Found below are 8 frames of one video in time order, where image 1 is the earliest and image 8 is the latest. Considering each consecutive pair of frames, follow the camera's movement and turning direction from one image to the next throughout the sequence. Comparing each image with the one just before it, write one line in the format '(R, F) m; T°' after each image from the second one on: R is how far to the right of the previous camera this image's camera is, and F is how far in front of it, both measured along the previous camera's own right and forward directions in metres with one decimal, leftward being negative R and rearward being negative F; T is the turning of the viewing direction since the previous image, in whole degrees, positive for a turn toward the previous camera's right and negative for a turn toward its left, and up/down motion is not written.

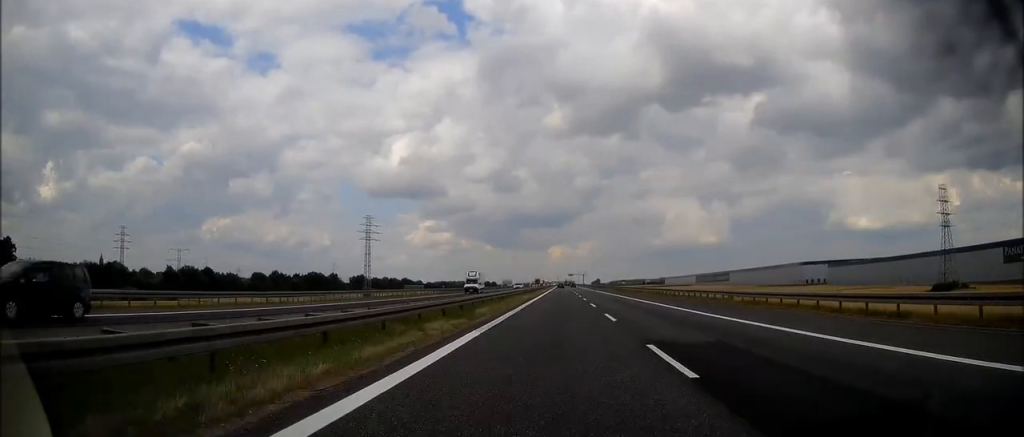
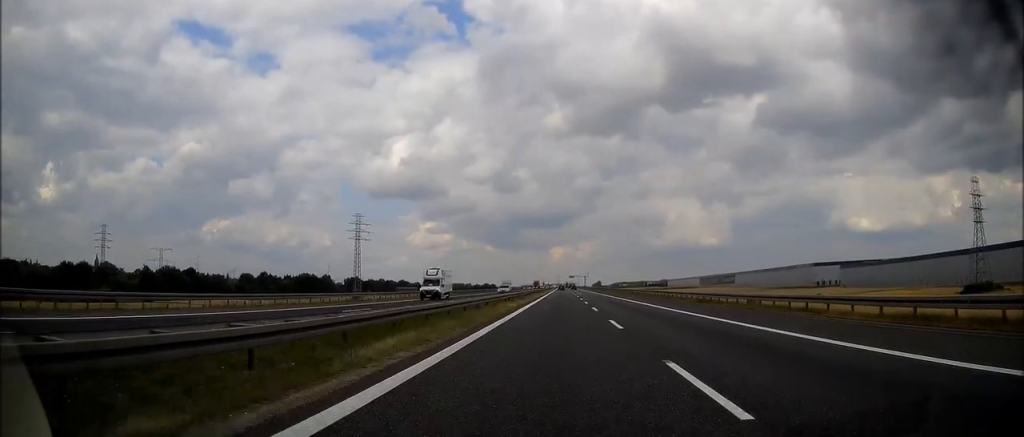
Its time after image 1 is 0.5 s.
(0.0, +12.3) m; 0°
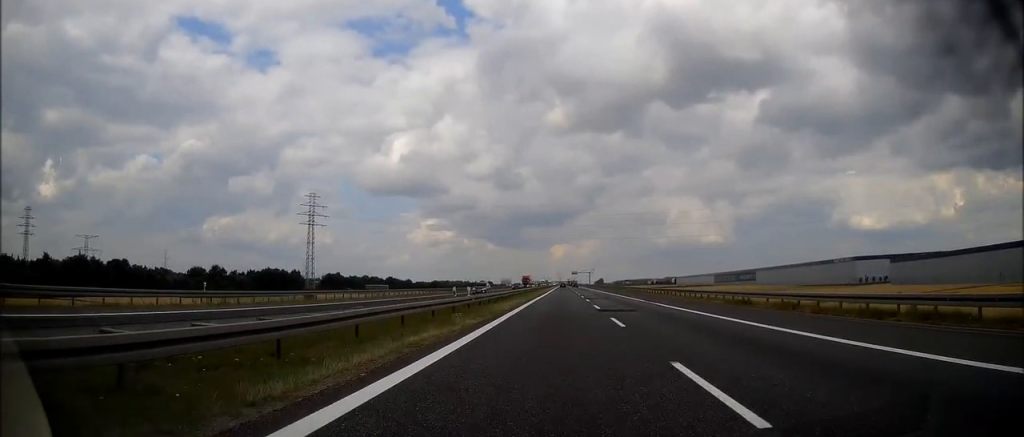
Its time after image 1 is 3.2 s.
(-0.7, +60.4) m; -1°
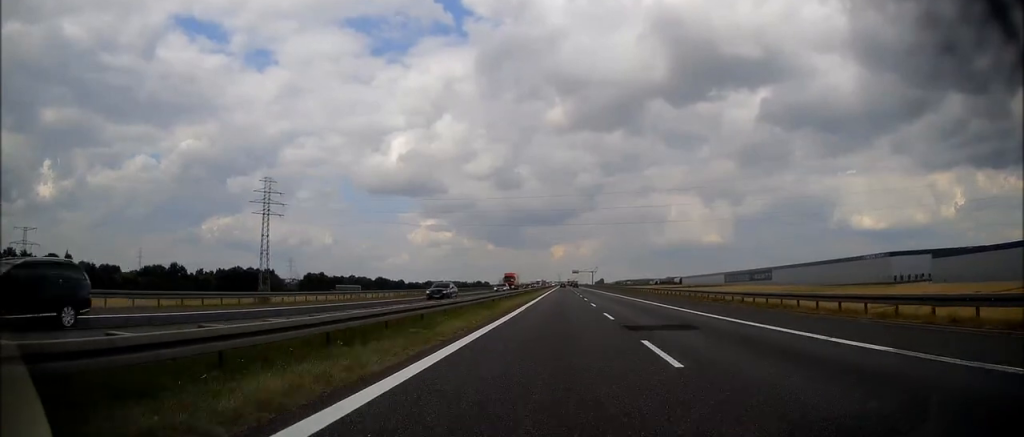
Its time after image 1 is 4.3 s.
(+0.3, +30.6) m; +1°
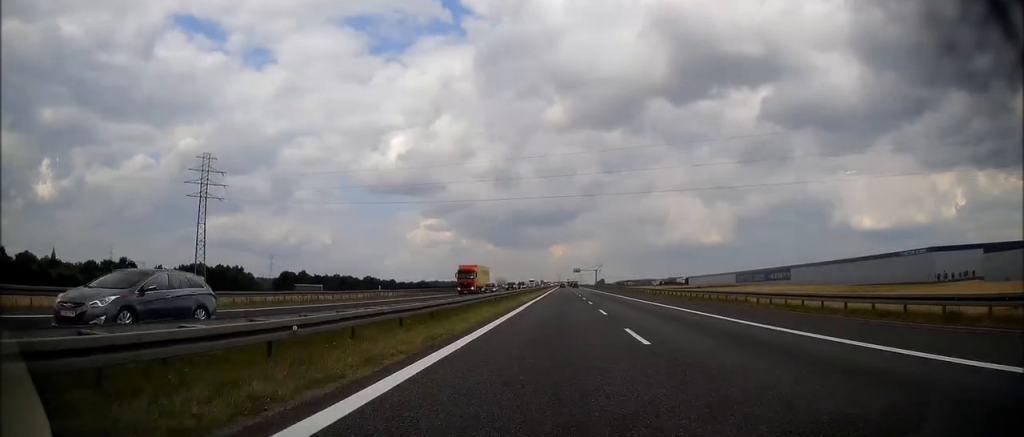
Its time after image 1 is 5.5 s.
(+0.1, +33.8) m; 0°
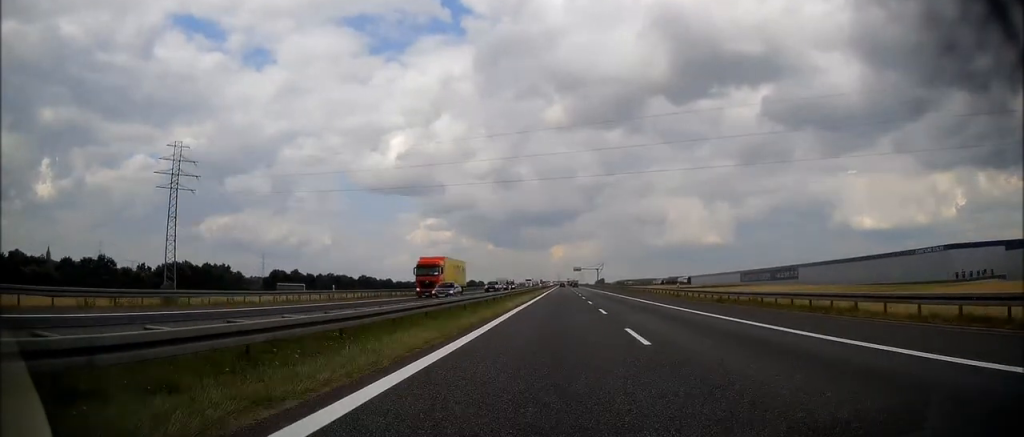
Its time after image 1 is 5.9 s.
(0.0, +12.8) m; 0°
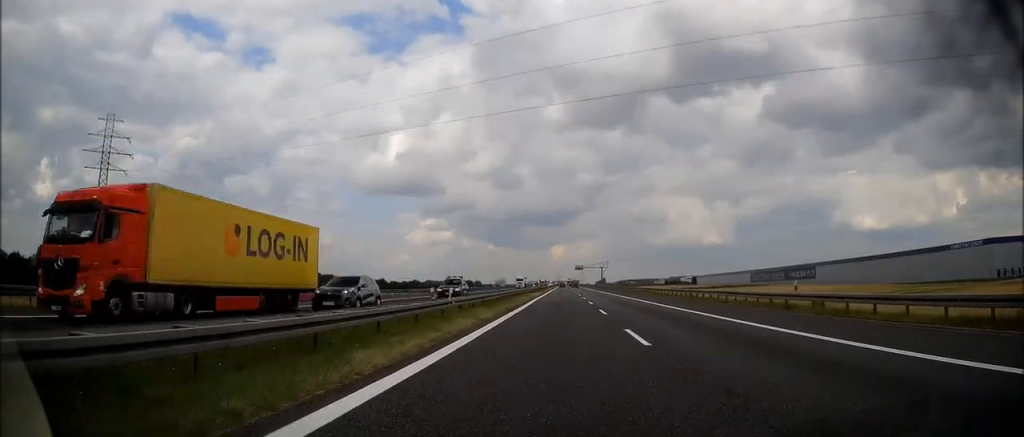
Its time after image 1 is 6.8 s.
(0.0, +25.7) m; 0°
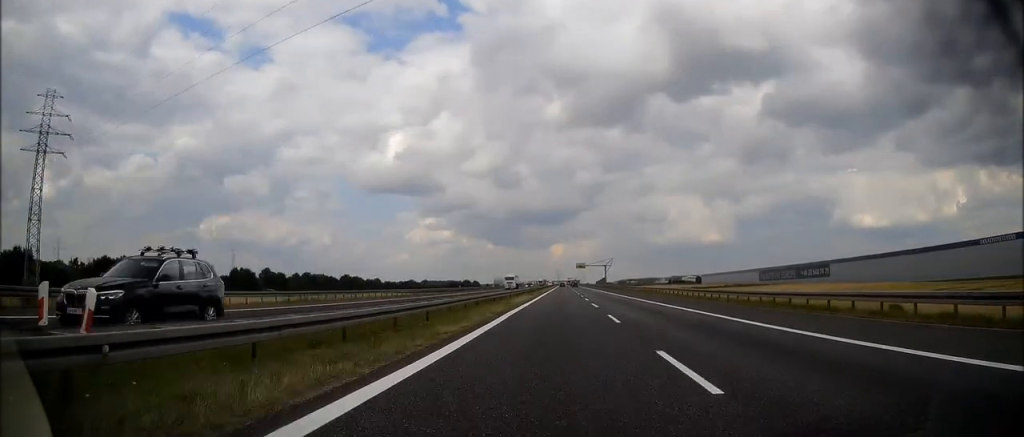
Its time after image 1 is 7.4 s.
(0.0, +18.7) m; 0°
